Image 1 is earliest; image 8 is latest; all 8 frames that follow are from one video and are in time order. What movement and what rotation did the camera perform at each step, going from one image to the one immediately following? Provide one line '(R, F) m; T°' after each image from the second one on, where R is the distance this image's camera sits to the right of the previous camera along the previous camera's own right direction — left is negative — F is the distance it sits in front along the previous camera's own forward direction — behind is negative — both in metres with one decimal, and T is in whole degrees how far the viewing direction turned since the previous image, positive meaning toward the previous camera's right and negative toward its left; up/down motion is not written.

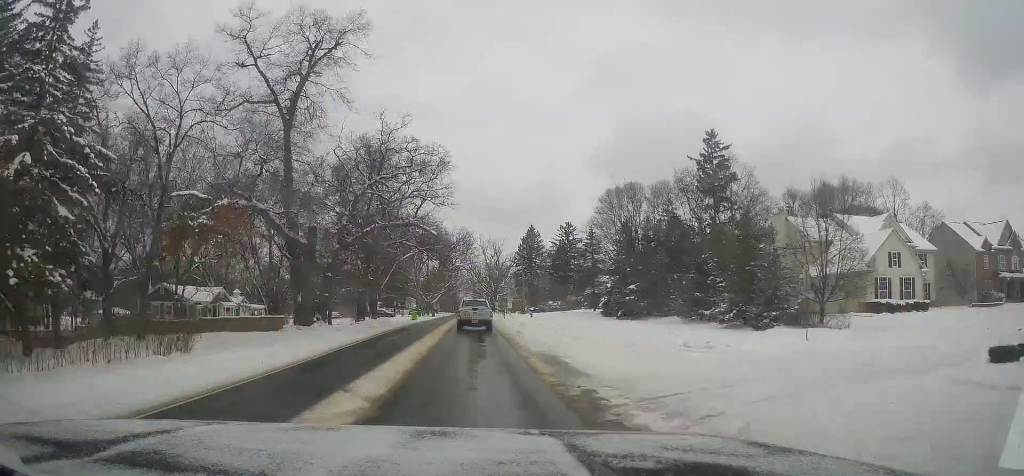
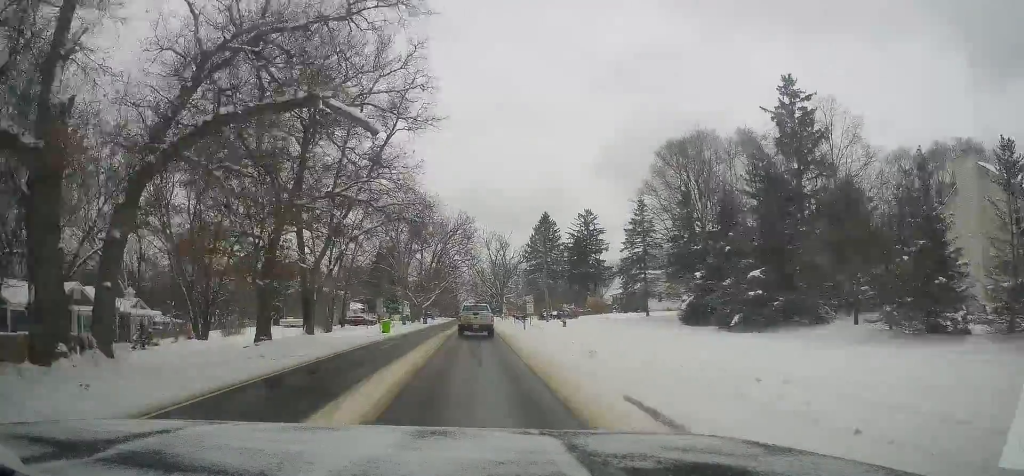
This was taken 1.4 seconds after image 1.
(-0.1, +25.2) m; 0°
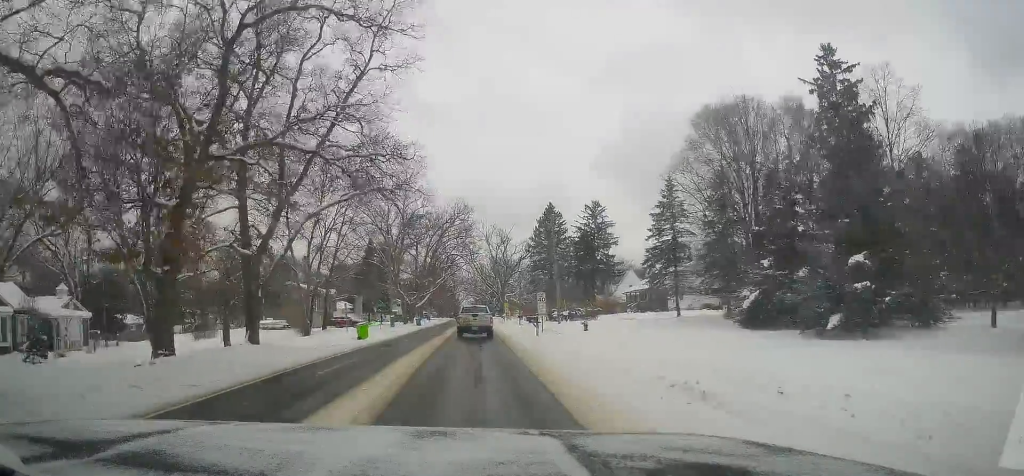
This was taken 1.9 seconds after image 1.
(0.0, +9.6) m; 0°
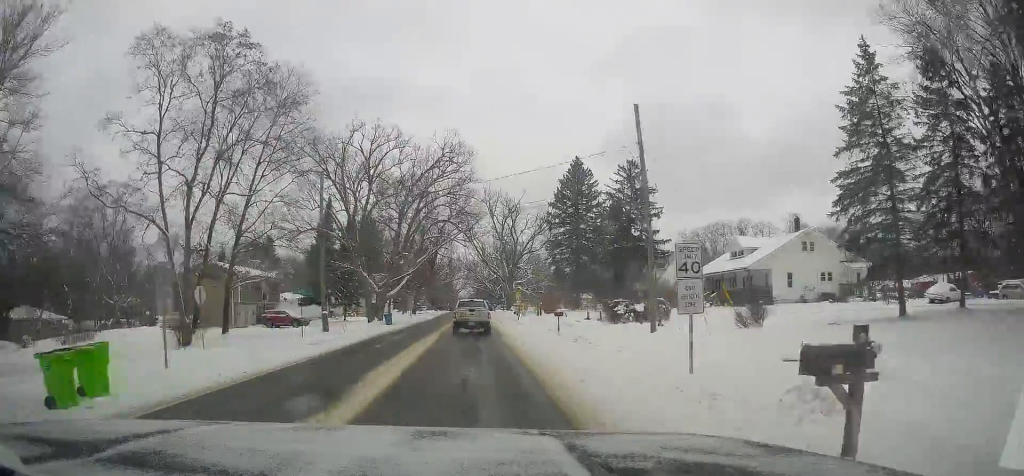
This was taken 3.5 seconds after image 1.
(-0.8, +28.6) m; -1°
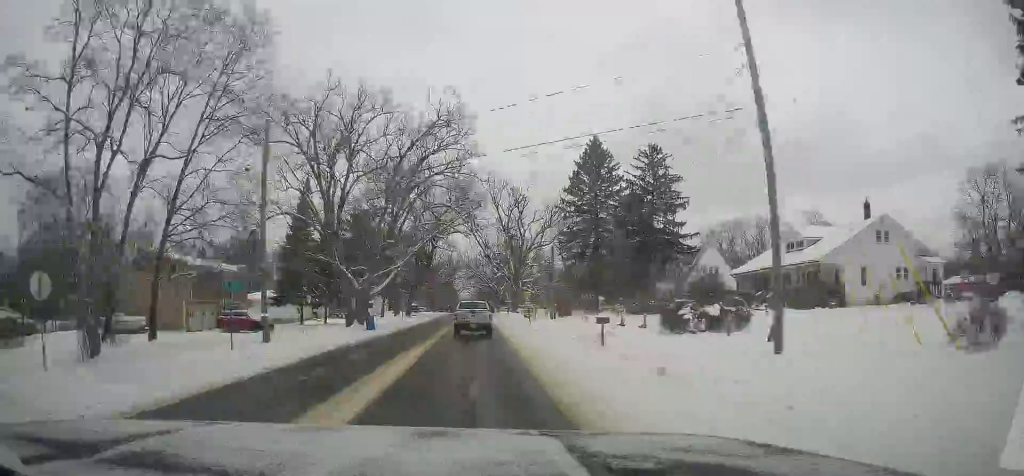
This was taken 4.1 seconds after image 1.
(+0.2, +10.8) m; +1°
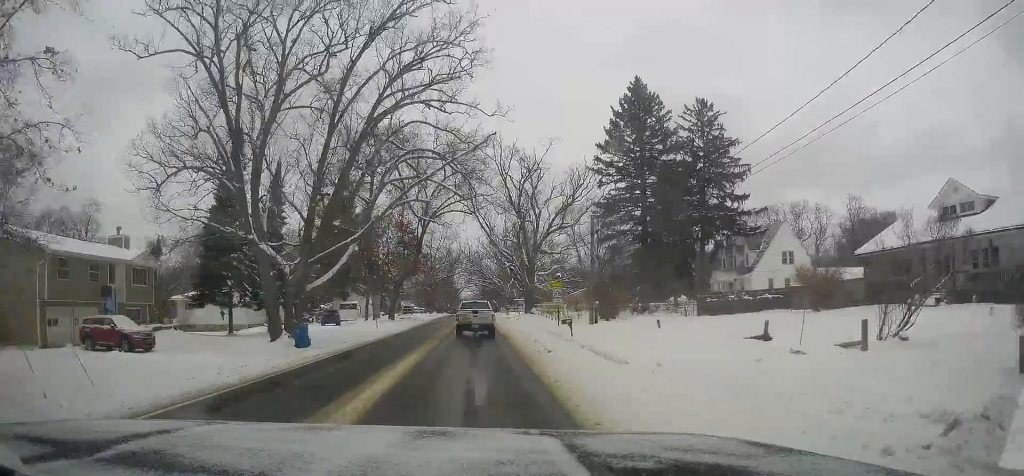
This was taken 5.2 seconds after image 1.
(+0.4, +19.2) m; +1°
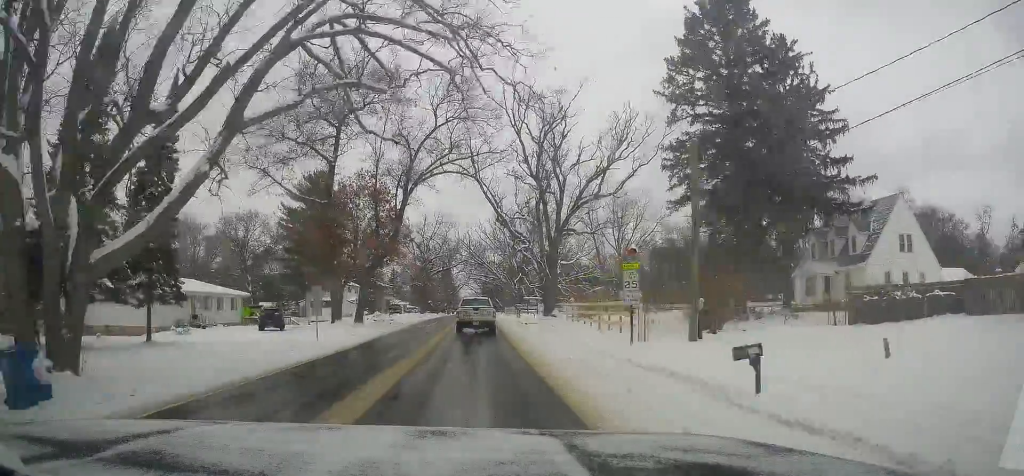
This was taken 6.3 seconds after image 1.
(-0.2, +18.9) m; -1°
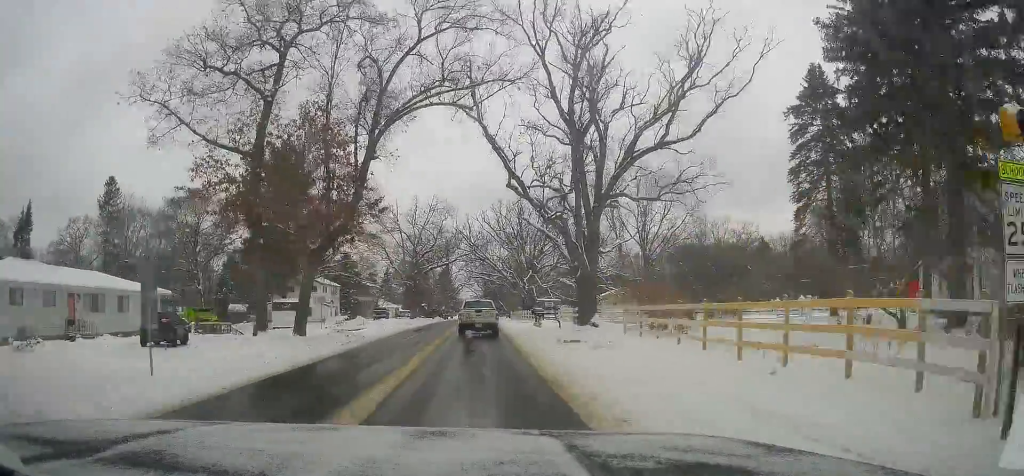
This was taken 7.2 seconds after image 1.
(-0.2, +16.8) m; -1°
